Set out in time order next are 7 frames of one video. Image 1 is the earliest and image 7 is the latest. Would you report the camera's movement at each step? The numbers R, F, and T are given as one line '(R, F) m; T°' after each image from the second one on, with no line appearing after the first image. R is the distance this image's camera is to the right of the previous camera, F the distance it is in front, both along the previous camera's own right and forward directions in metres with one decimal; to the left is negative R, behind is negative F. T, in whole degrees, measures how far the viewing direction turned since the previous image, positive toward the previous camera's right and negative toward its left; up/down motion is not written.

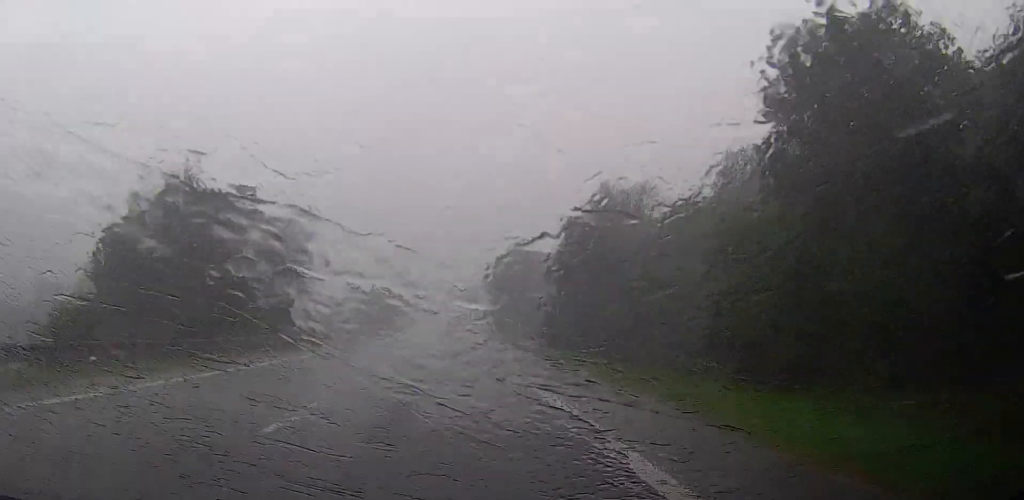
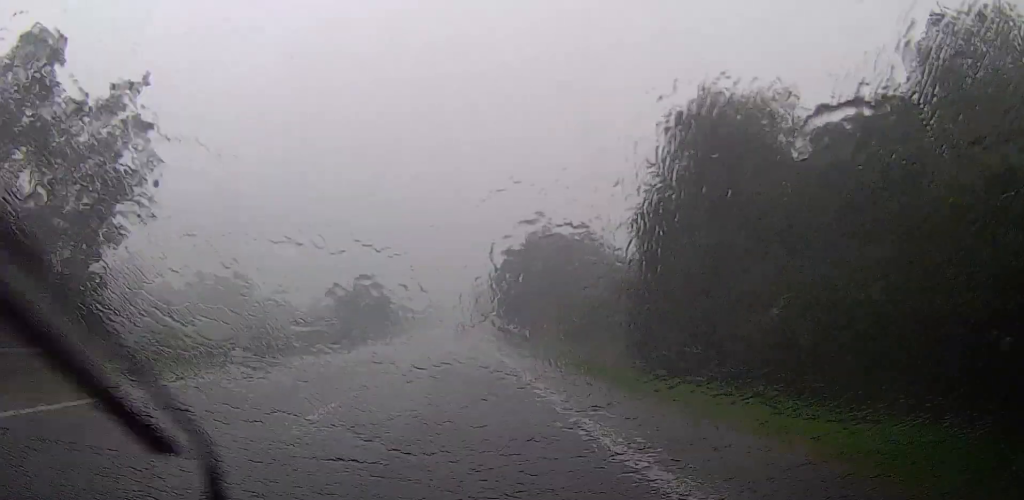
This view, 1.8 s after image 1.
(-0.1, +26.2) m; +1°
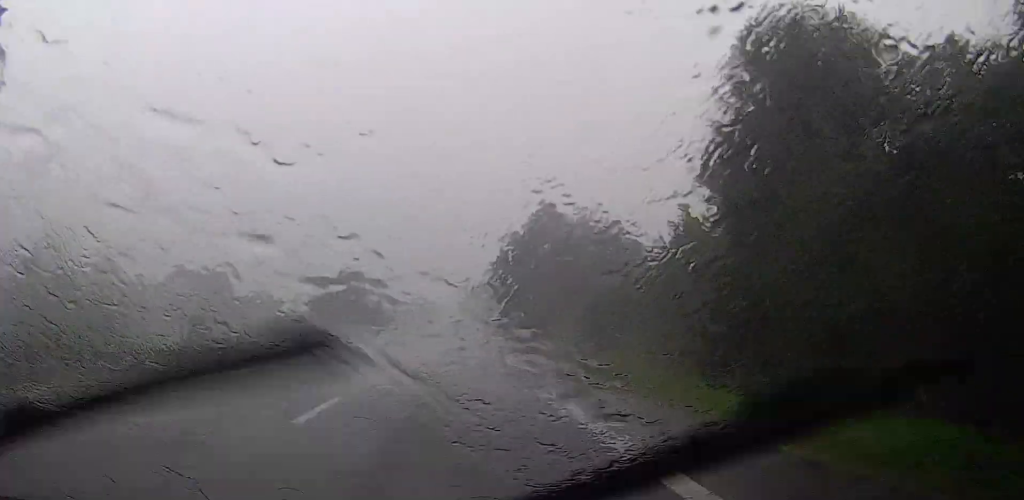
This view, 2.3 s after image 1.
(+0.1, +8.5) m; 0°
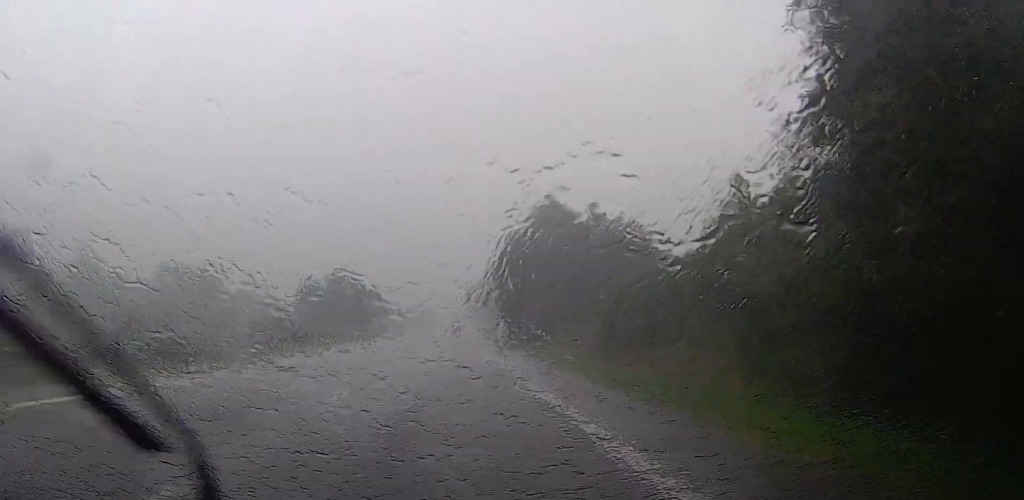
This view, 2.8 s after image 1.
(0.0, +6.5) m; 0°
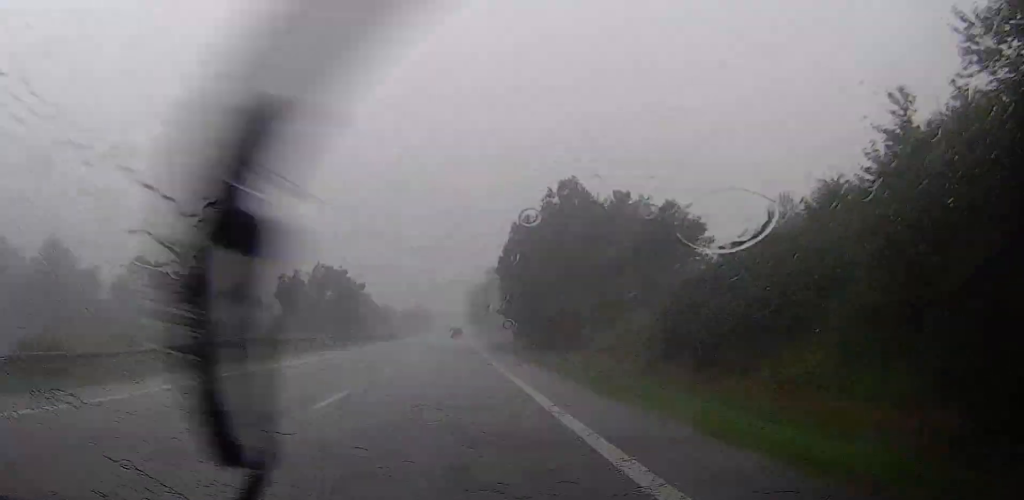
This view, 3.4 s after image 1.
(0.0, +10.1) m; -1°
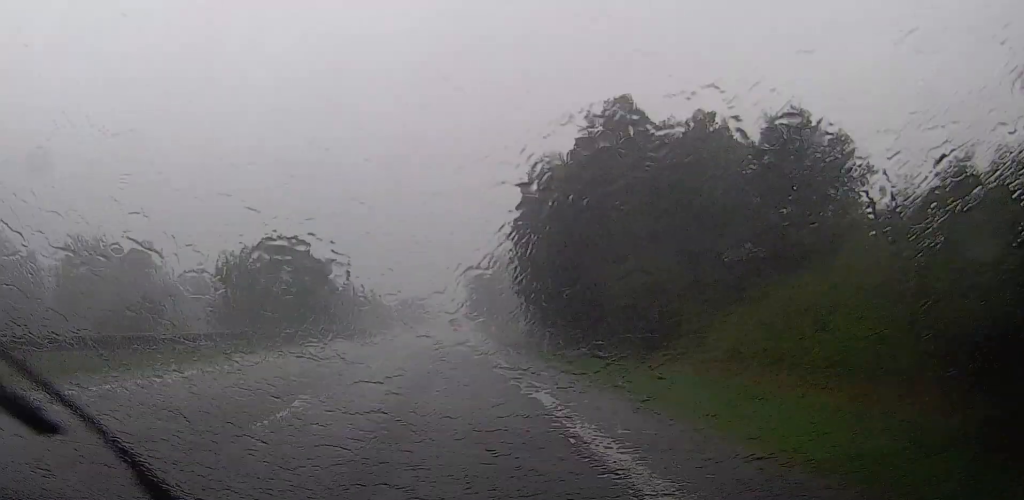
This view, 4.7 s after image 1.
(-0.4, +19.5) m; -1°
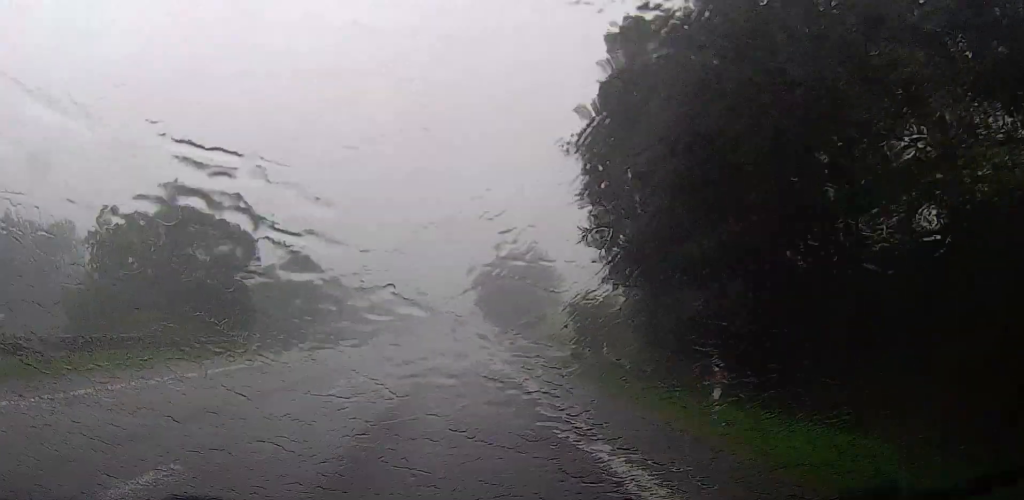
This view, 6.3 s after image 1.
(+0.4, +23.2) m; +2°
